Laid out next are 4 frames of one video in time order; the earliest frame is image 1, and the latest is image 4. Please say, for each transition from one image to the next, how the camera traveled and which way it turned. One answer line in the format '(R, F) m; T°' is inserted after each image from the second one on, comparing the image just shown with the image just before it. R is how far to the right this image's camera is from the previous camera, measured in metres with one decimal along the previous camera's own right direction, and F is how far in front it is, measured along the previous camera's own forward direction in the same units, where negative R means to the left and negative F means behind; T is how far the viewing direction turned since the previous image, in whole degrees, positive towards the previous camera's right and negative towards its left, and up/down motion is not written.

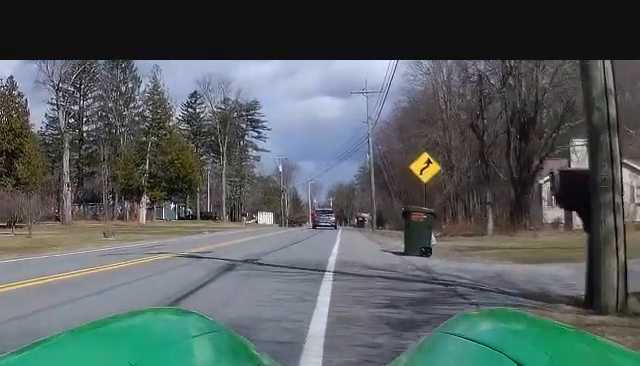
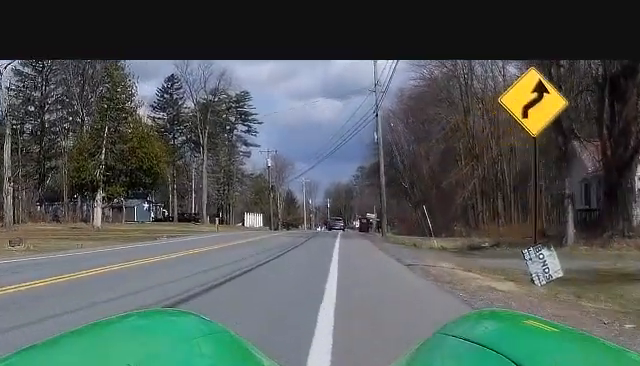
(-0.2, +15.8) m; -1°
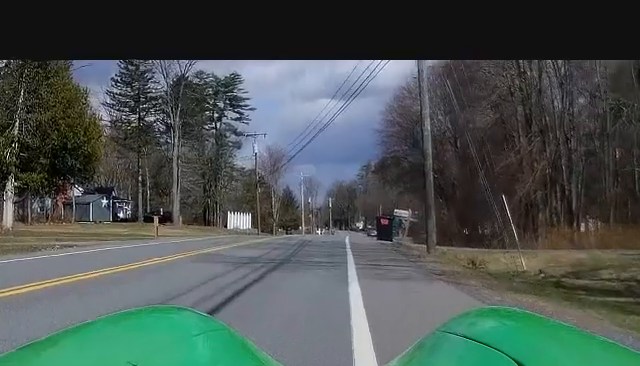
(+0.2, +21.1) m; +2°
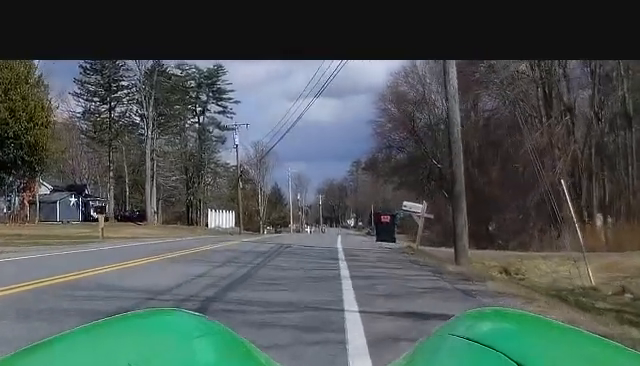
(+0.2, +7.9) m; +1°
